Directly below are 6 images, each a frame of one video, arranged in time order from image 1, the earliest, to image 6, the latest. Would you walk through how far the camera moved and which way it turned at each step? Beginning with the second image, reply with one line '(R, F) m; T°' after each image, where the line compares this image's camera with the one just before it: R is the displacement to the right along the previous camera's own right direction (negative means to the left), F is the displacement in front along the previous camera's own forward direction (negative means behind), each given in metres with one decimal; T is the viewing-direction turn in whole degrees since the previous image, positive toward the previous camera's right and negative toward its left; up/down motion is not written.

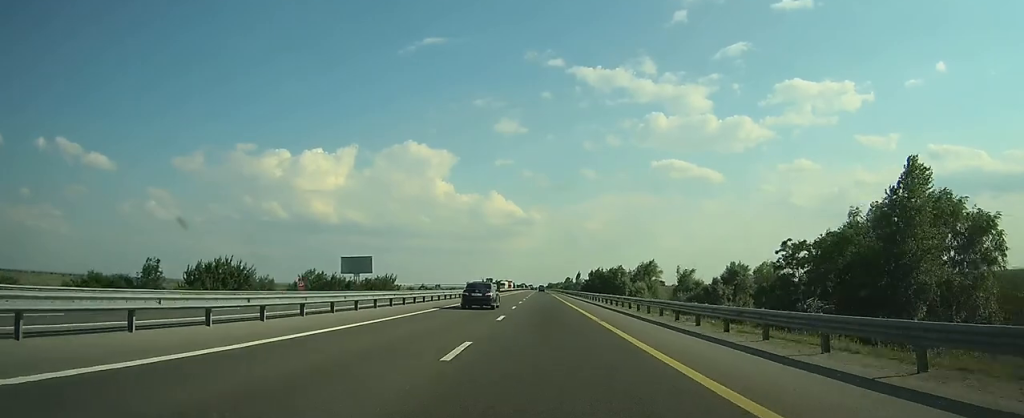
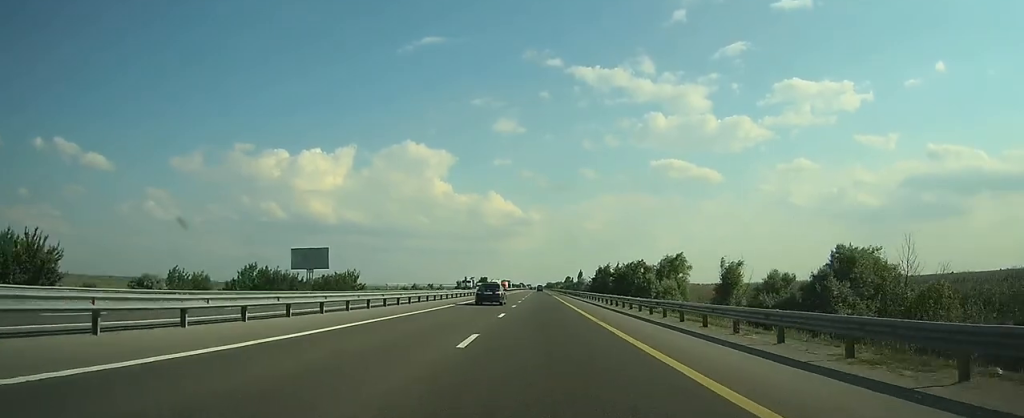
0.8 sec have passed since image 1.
(0.0, +21.8) m; 0°
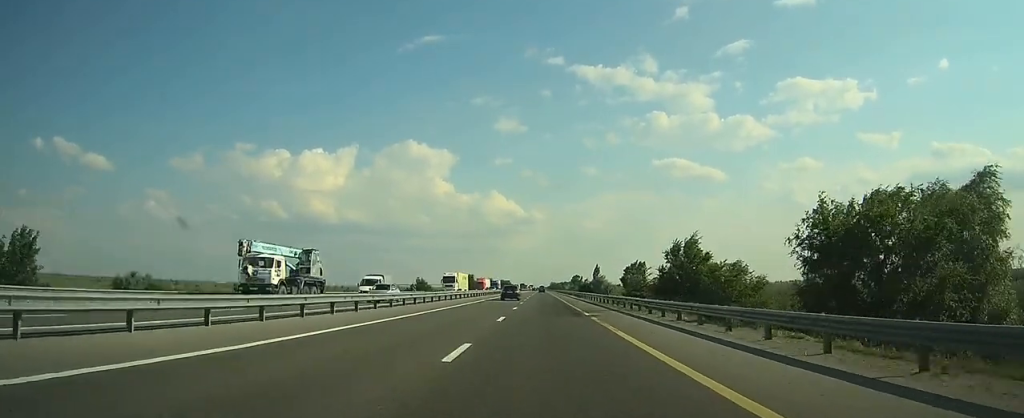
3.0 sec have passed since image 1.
(+0.2, +61.7) m; 0°
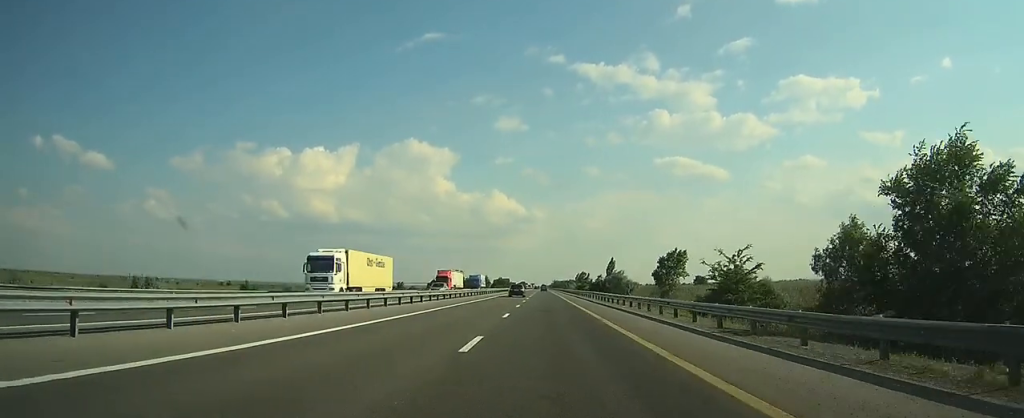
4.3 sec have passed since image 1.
(-0.1, +34.5) m; 0°
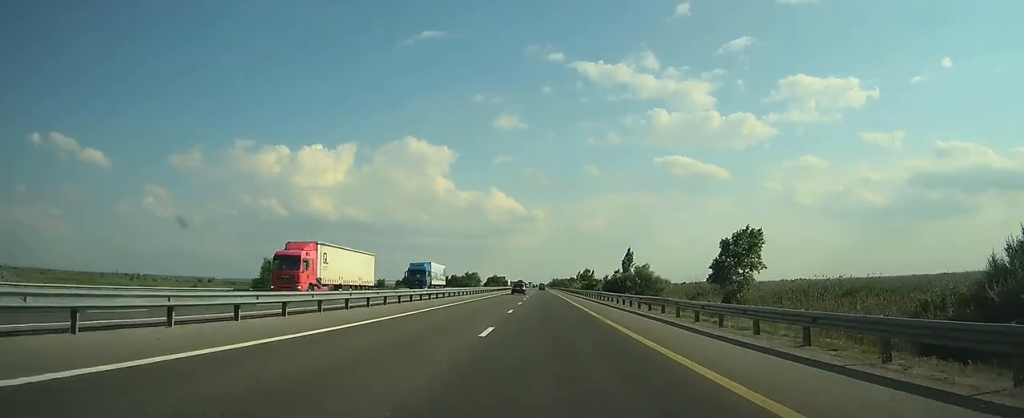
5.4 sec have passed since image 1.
(0.0, +32.8) m; 0°
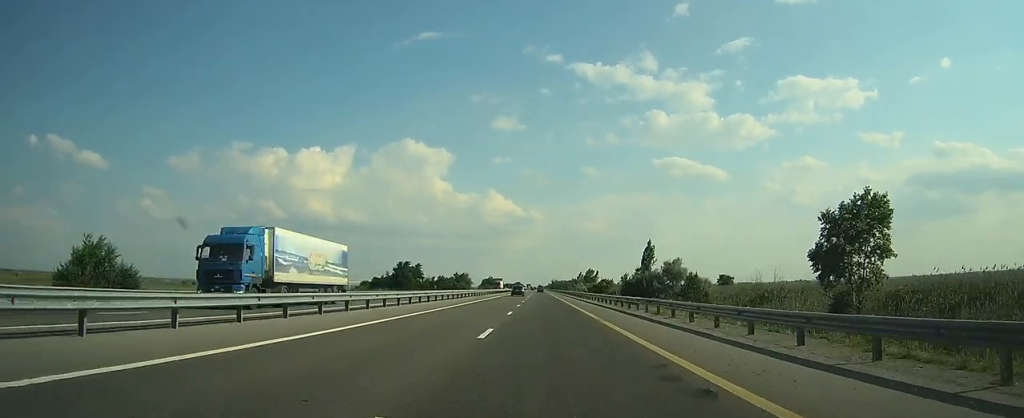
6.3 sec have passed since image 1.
(+0.1, +23.6) m; 0°
